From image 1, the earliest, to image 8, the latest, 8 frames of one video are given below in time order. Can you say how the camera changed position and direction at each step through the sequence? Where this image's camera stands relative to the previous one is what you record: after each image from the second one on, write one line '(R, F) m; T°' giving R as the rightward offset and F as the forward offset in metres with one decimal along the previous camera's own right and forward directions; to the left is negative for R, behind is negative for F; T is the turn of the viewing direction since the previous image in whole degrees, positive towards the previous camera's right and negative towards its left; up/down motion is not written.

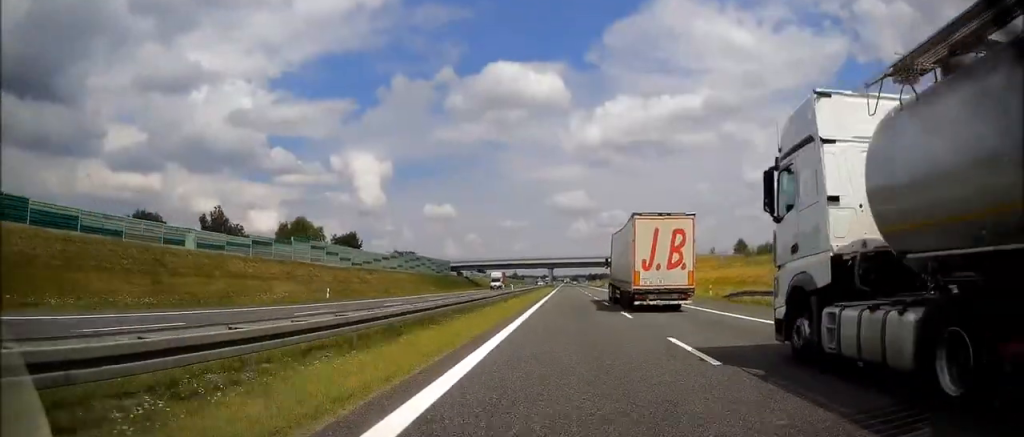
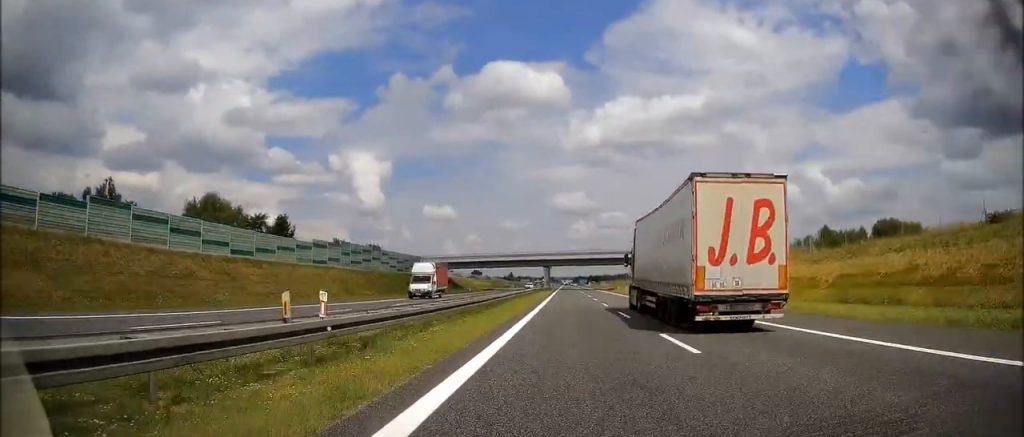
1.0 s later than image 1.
(+0.1, +34.3) m; 0°
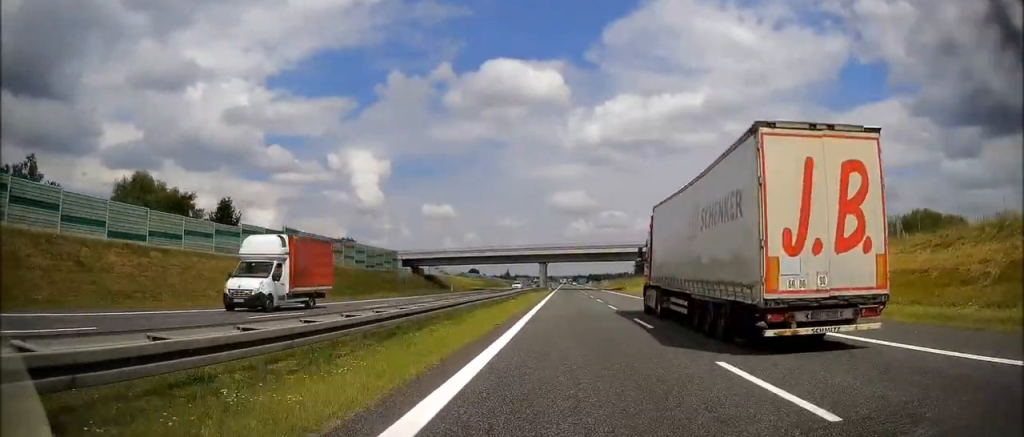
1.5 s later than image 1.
(-0.1, +18.1) m; 0°
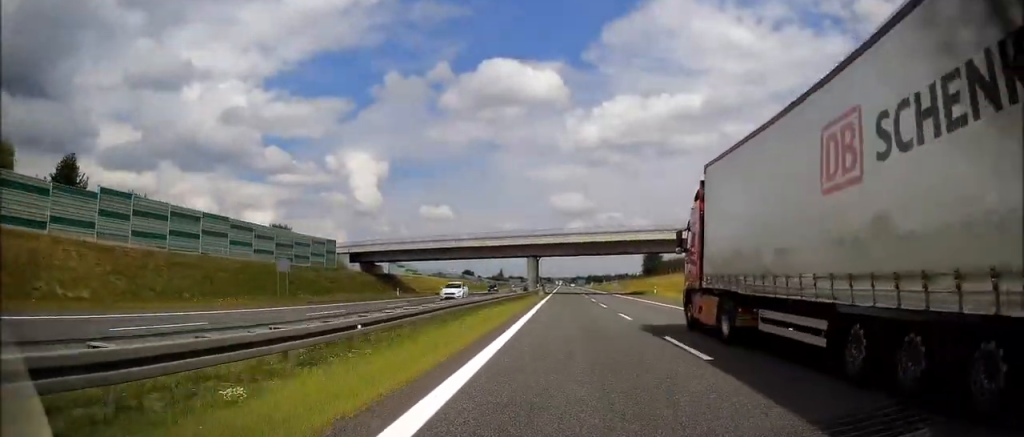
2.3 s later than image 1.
(0.0, +31.3) m; 0°
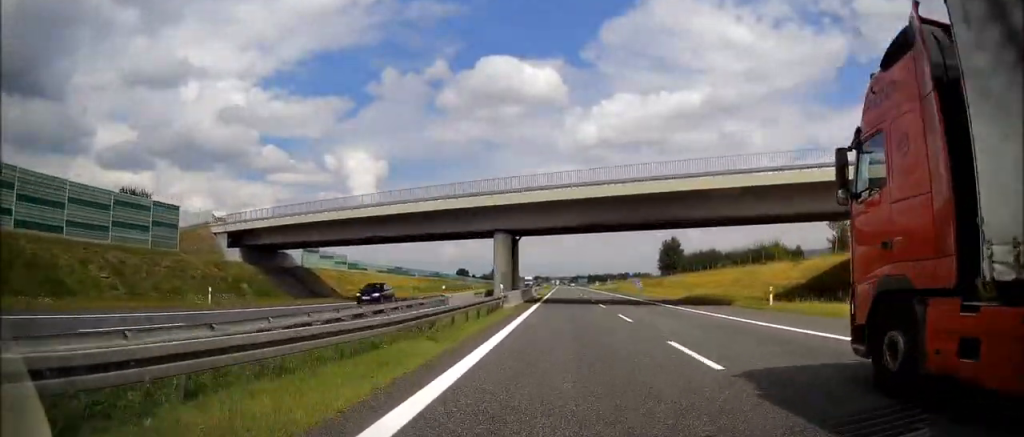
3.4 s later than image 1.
(+0.1, +37.5) m; 0°
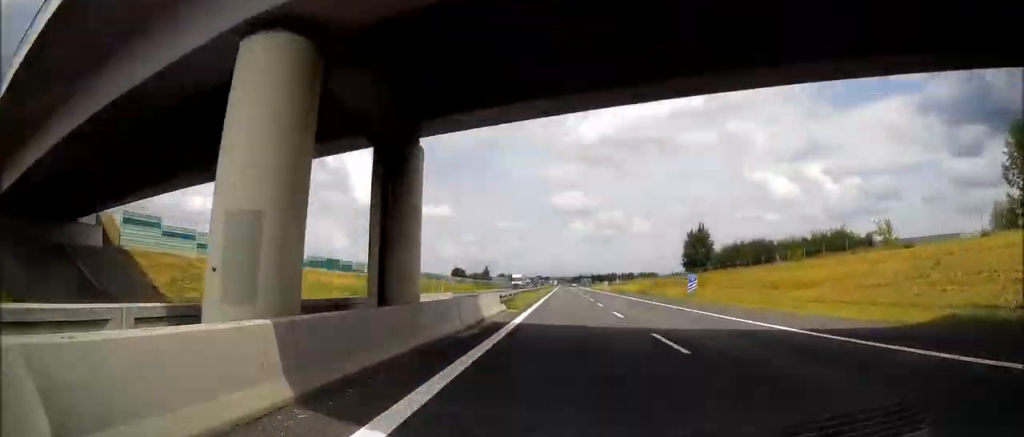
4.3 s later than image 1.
(0.0, +33.9) m; 0°
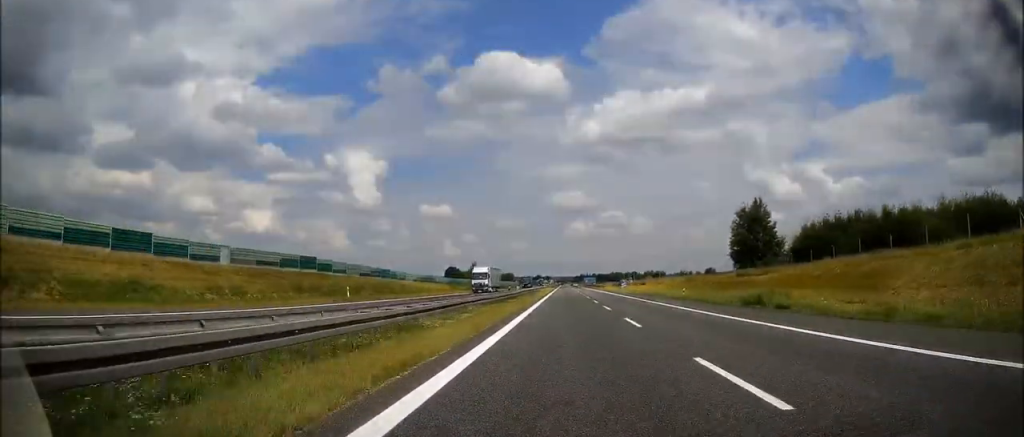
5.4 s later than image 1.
(-0.1, +41.5) m; 0°
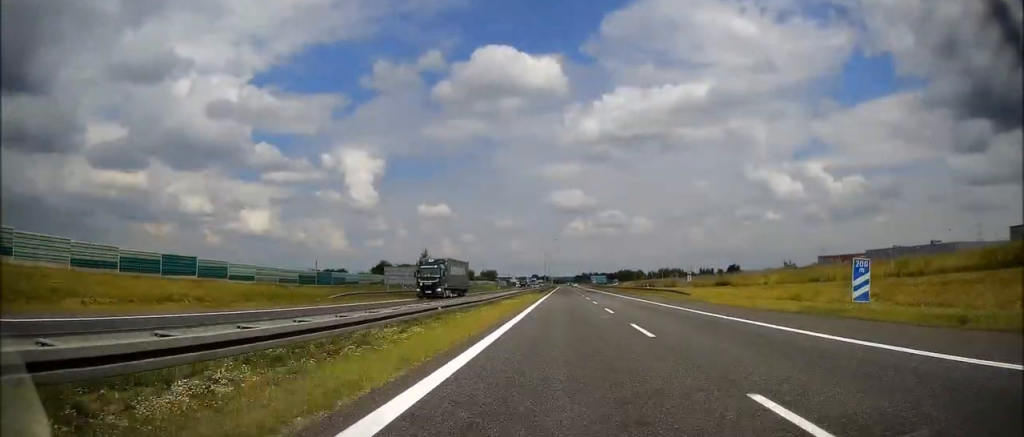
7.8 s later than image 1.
(+0.3, +86.1) m; 0°
